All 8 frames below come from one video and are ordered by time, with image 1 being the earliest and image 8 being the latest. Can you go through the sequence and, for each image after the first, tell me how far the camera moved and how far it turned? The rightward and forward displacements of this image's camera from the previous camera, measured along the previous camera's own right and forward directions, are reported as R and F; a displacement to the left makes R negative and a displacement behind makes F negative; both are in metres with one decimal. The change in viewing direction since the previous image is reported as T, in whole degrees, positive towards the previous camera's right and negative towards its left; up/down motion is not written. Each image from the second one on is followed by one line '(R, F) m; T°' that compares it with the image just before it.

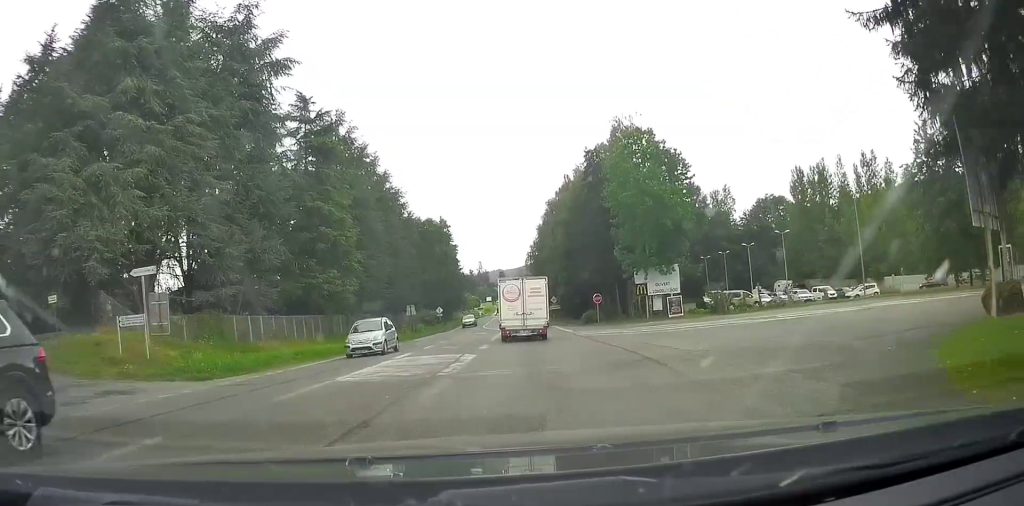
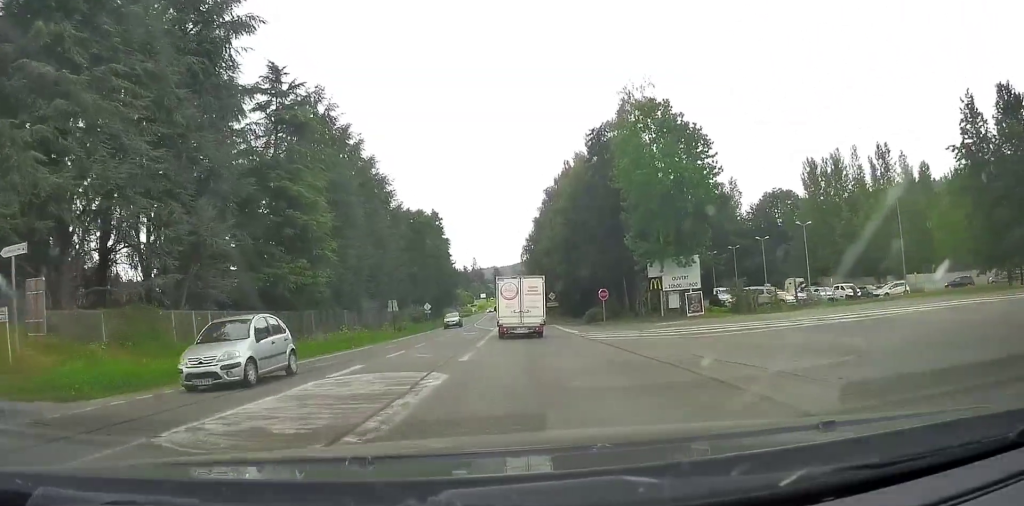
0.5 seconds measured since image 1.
(0.0, +6.5) m; 0°
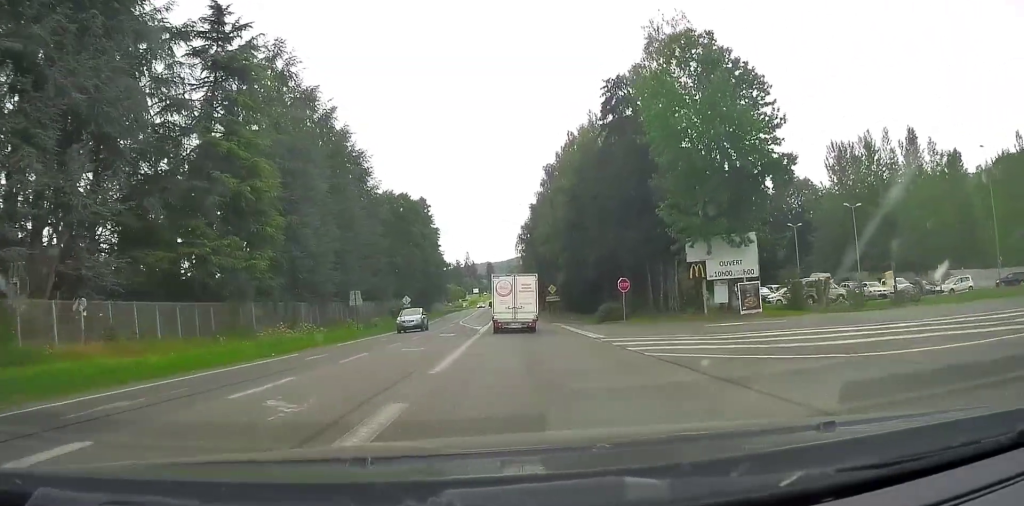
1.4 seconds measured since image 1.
(0.0, +10.8) m; 0°
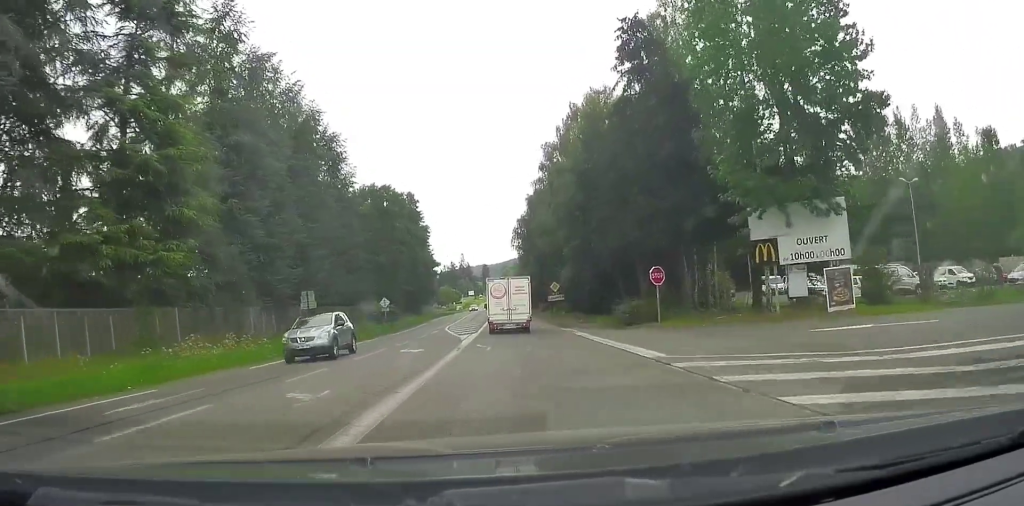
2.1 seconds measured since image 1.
(0.0, +9.4) m; 0°
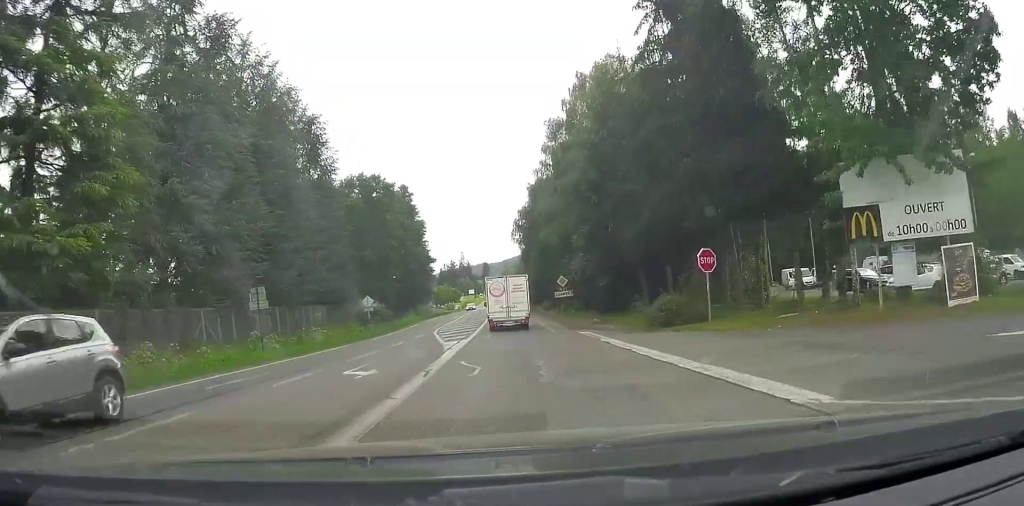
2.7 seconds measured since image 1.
(0.0, +7.1) m; -1°
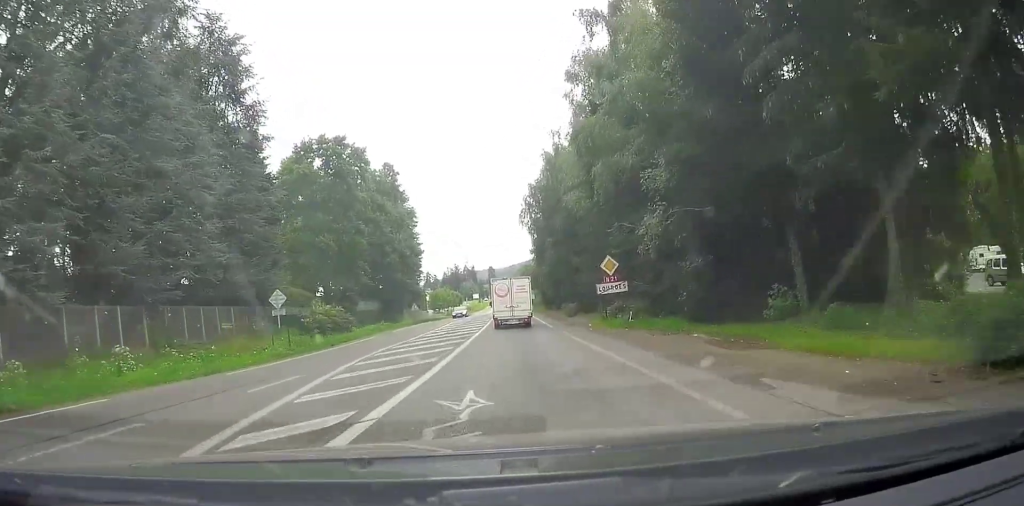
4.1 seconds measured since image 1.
(-0.6, +20.5) m; -2°
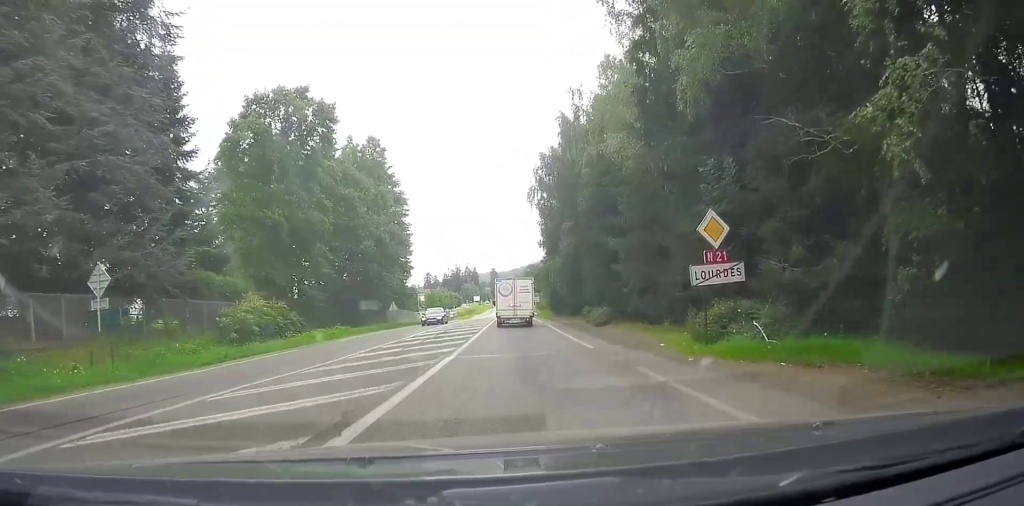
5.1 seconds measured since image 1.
(+0.2, +14.2) m; +1°
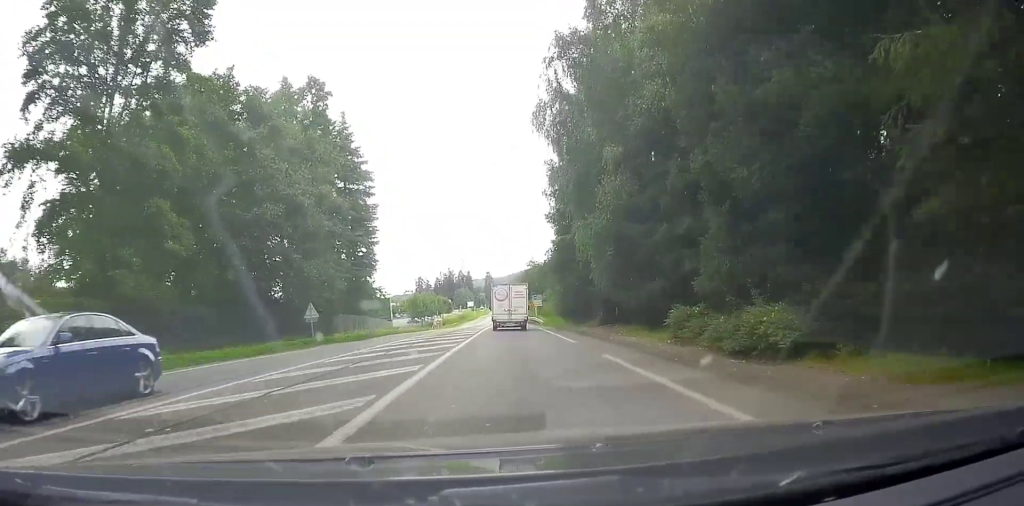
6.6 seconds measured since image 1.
(+0.4, +22.3) m; +2°
